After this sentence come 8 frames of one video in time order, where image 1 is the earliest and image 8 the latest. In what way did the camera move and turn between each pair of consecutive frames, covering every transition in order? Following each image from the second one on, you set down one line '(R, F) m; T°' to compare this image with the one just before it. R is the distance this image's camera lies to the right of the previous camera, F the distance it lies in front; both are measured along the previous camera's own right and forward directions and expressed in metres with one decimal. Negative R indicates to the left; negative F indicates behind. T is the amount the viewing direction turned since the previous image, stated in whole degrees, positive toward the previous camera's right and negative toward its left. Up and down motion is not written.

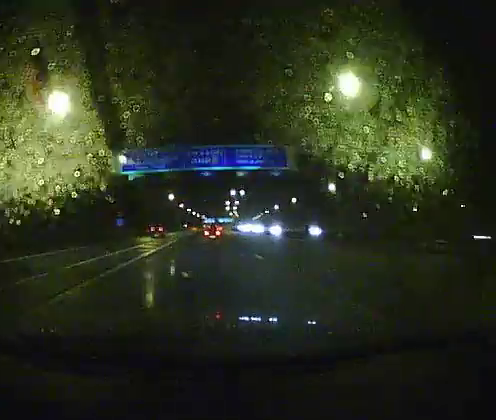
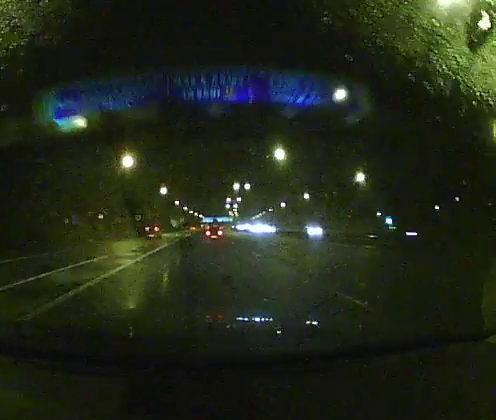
(0.0, +16.5) m; 0°
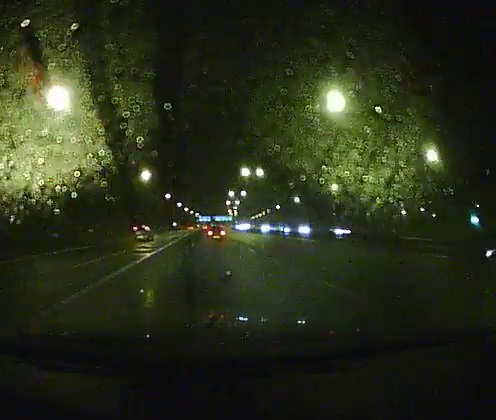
(+0.3, +24.8) m; +1°
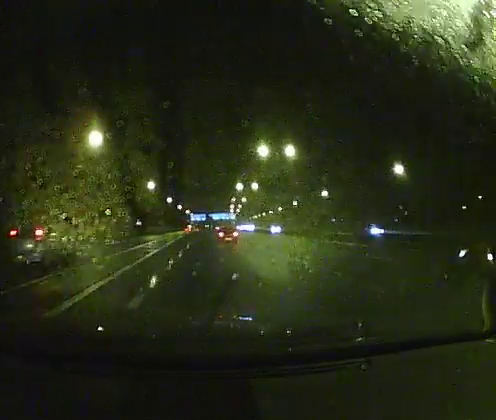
(+0.6, +68.3) m; +1°
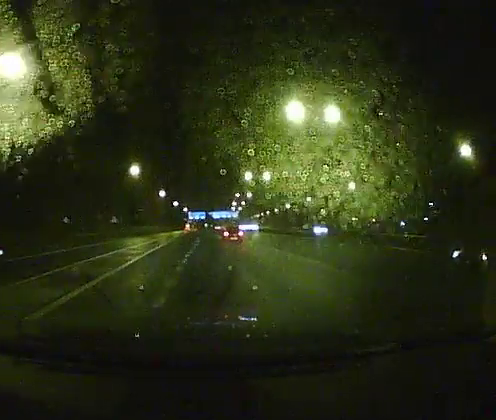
(+0.3, +18.6) m; +1°
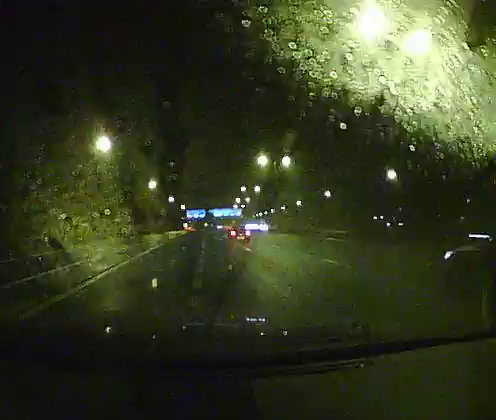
(+0.1, +18.5) m; 0°
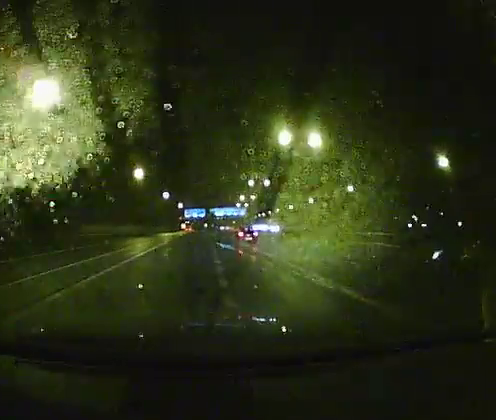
(0.0, +16.4) m; 0°
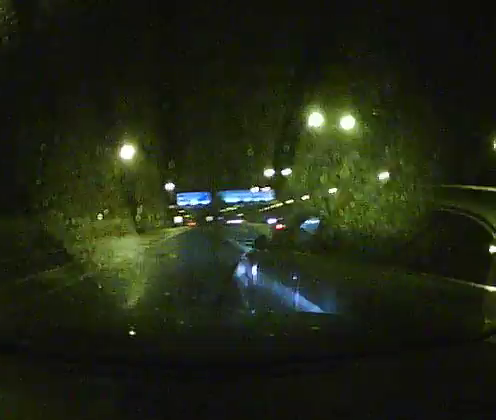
(+0.1, +52.3) m; 0°
